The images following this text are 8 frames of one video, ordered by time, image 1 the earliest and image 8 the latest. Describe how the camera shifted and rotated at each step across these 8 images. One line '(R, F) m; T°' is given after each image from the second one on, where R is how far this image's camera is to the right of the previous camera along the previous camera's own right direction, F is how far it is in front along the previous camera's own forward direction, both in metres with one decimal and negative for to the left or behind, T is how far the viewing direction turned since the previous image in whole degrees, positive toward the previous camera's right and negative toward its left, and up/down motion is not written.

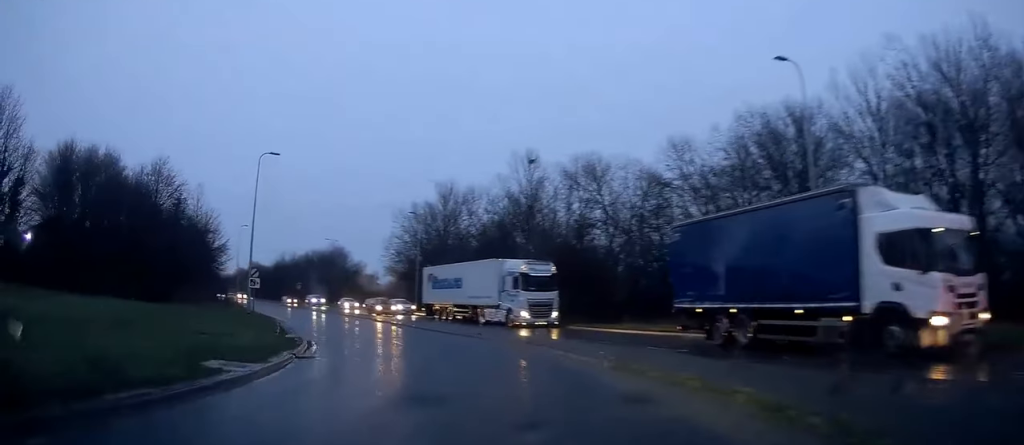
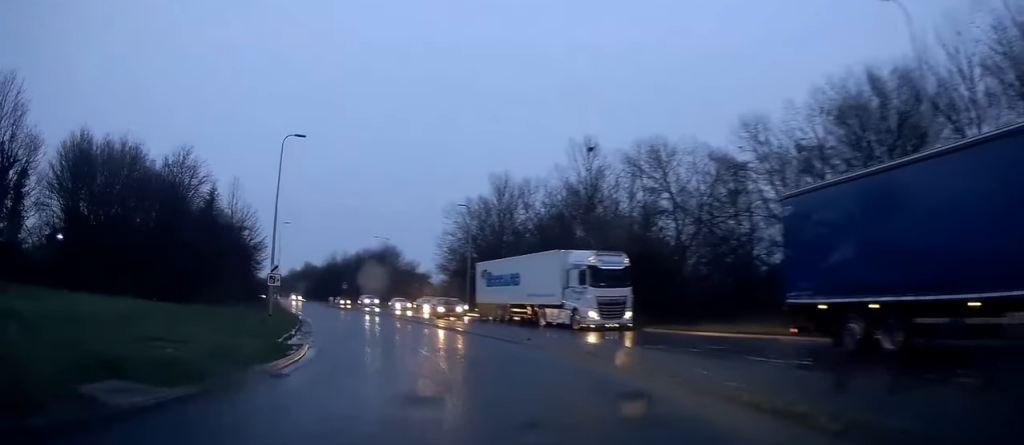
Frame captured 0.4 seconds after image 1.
(-0.7, +4.7) m; -6°
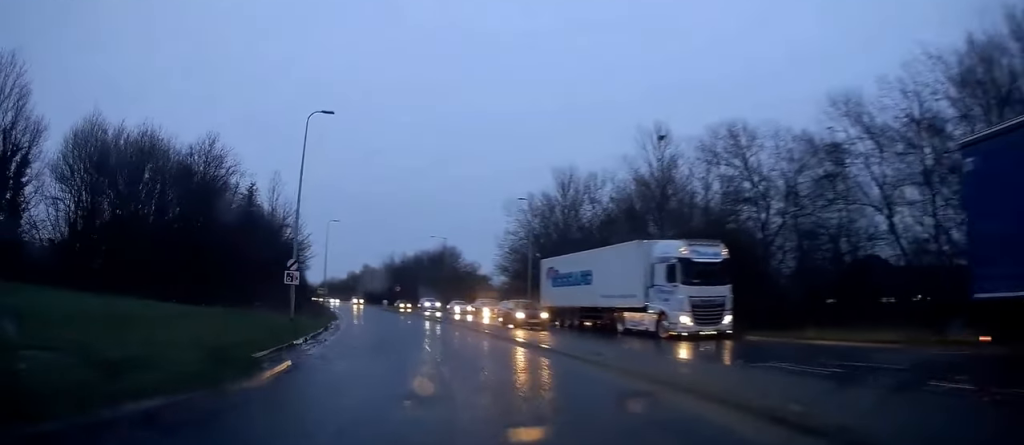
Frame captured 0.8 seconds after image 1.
(-0.3, +5.1) m; -6°
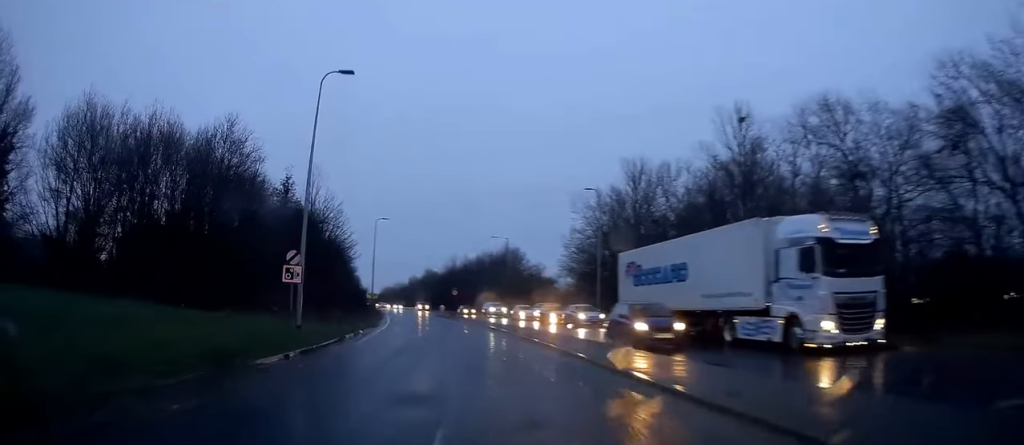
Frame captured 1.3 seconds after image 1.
(-0.4, +7.0) m; -4°
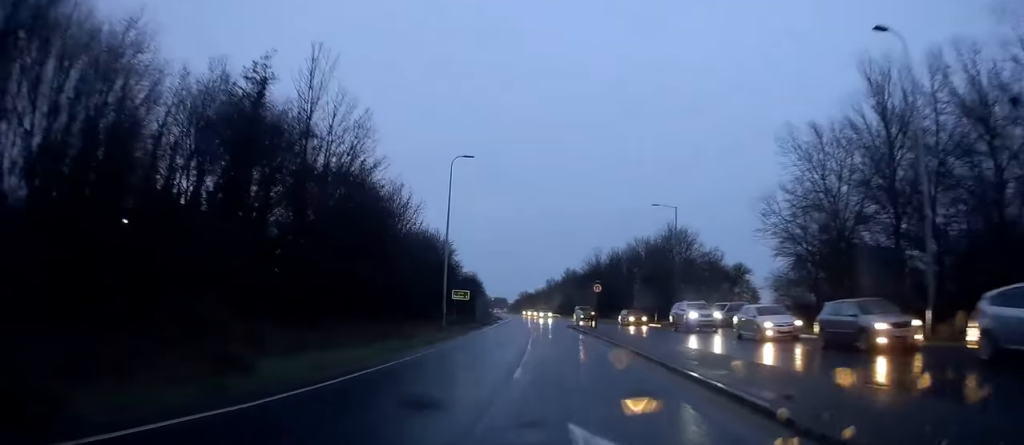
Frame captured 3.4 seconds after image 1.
(-2.7, +28.8) m; -8°
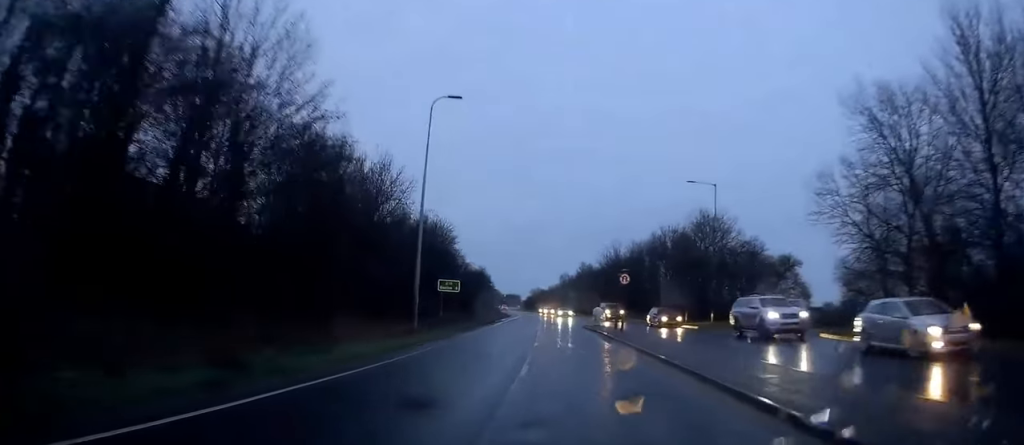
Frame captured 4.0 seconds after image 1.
(-0.1, +9.0) m; -1°
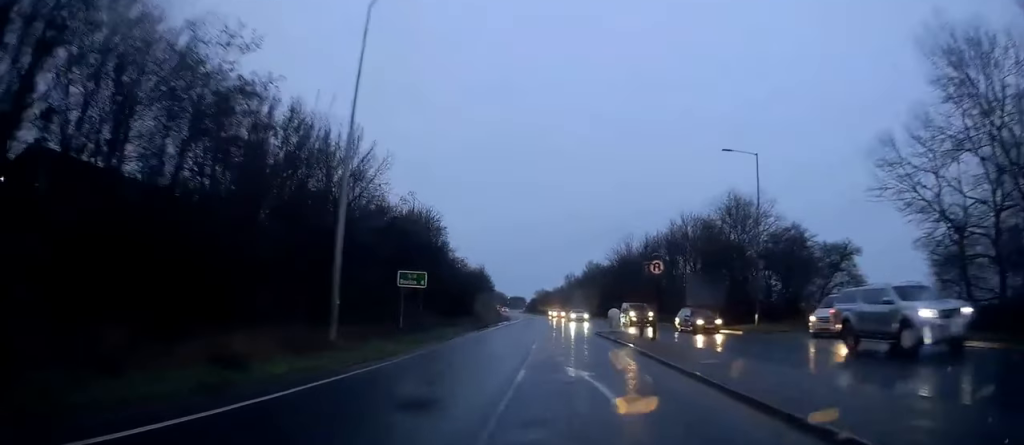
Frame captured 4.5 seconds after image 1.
(-0.1, +9.4) m; -1°
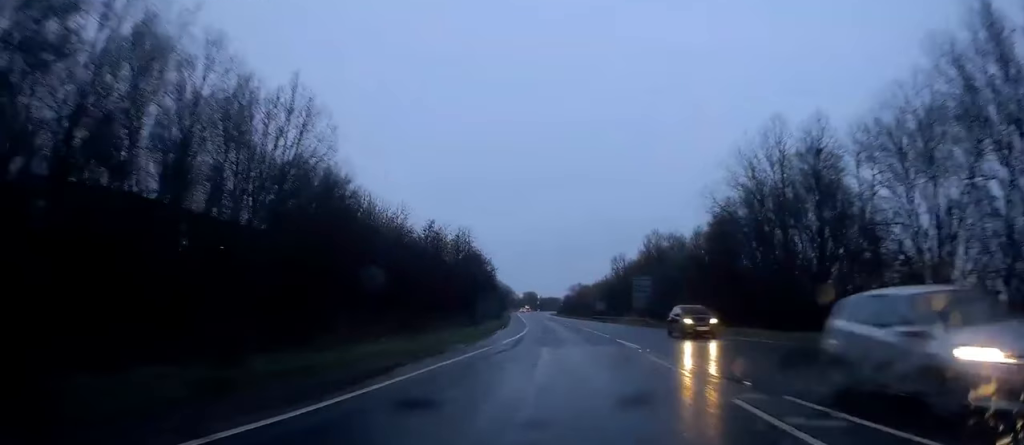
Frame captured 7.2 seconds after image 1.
(-0.5, +47.1) m; -3°
